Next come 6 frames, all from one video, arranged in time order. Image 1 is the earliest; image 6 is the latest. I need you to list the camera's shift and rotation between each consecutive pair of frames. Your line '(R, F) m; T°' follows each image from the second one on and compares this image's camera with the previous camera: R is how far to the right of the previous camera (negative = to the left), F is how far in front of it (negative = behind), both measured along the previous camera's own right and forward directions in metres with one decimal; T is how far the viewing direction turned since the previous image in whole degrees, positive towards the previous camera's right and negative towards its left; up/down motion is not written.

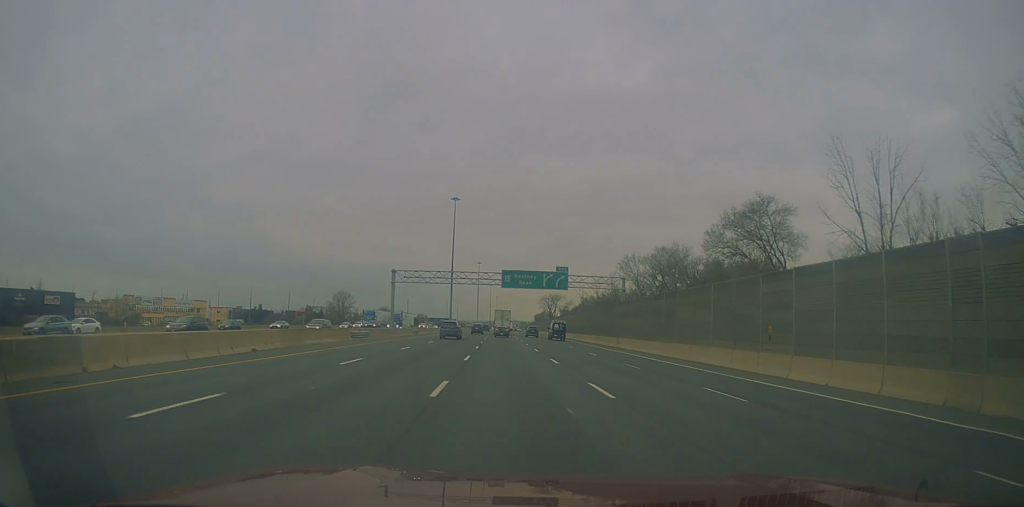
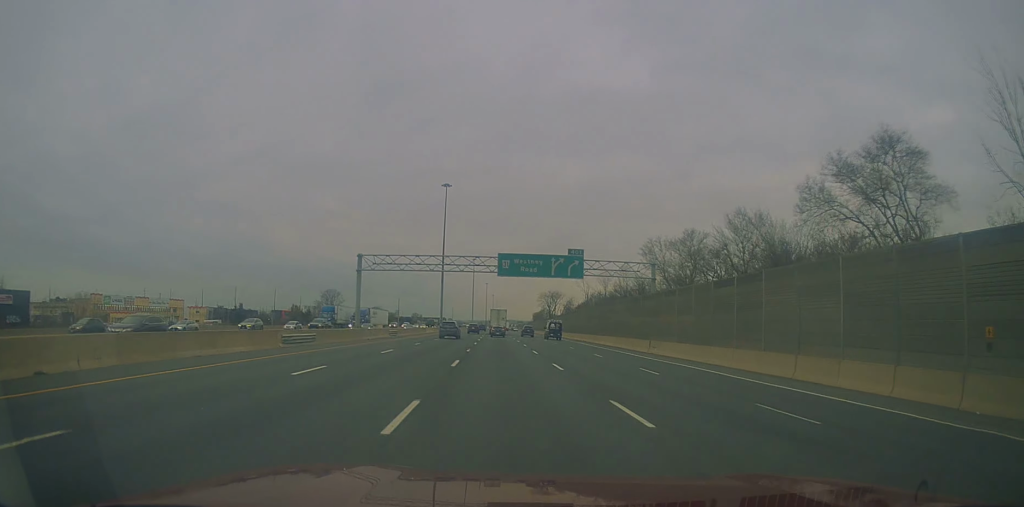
(+0.2, +15.6) m; 0°
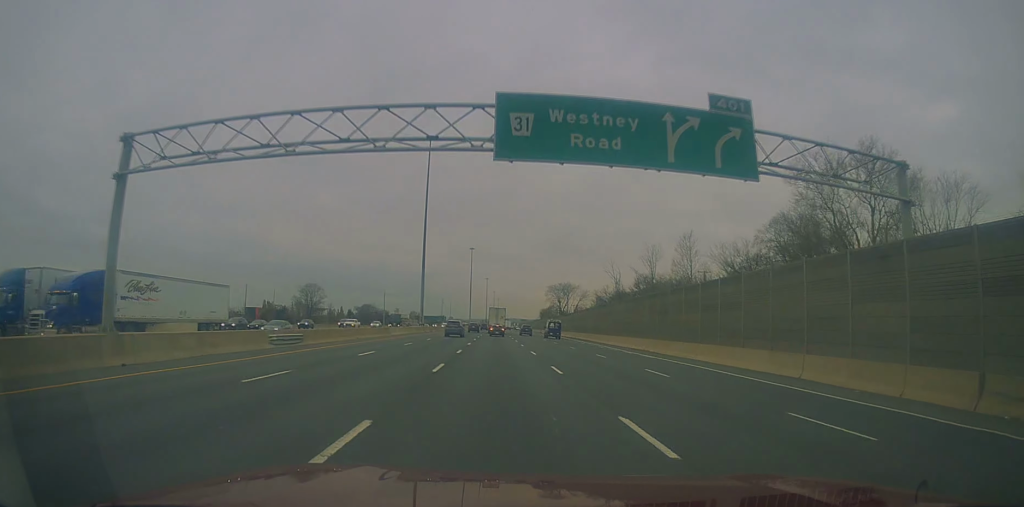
(+0.2, +37.4) m; 0°
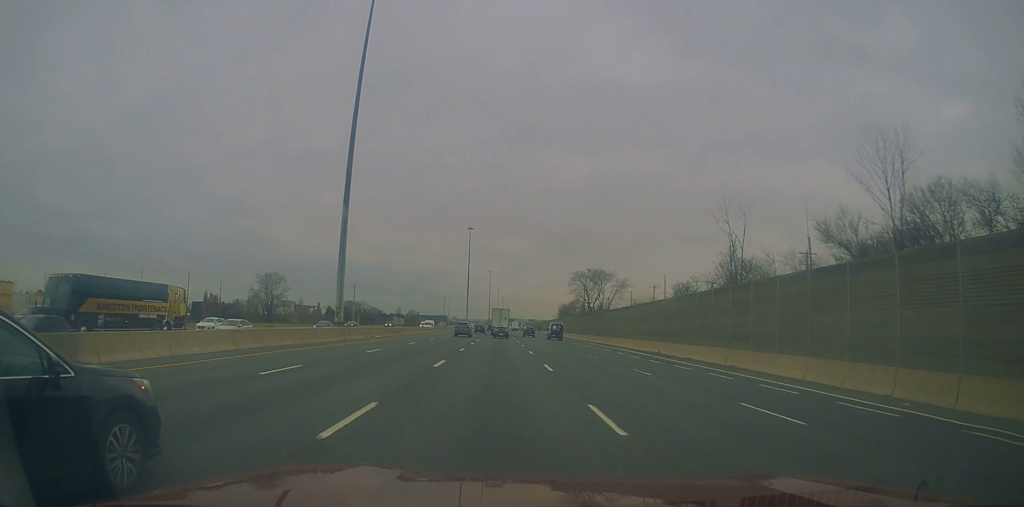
(-0.8, +56.9) m; -1°
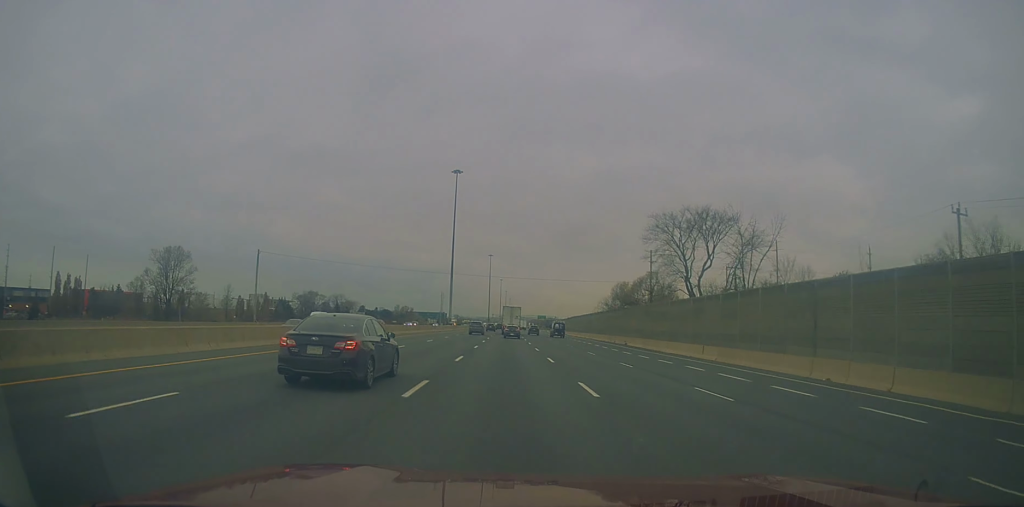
(+1.0, +77.1) m; +1°
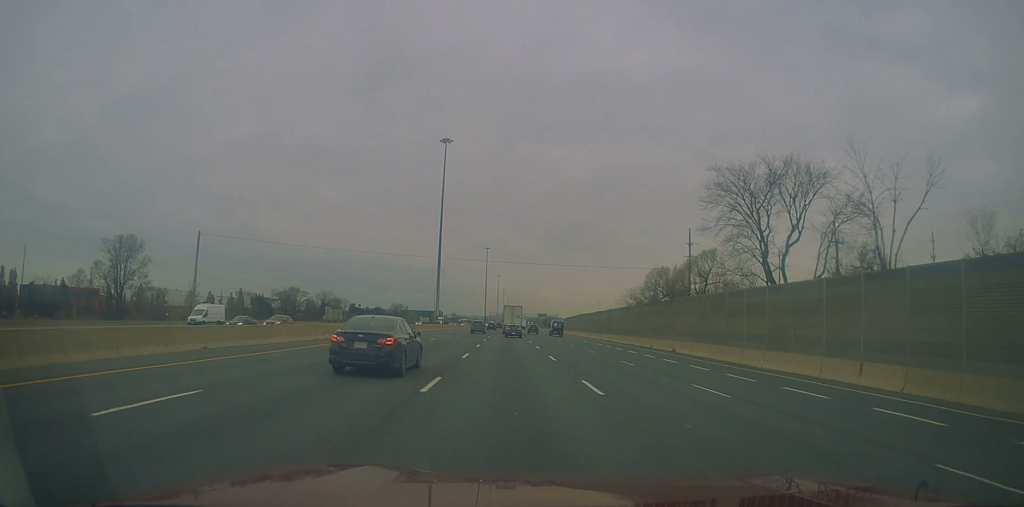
(0.0, +22.6) m; 0°
